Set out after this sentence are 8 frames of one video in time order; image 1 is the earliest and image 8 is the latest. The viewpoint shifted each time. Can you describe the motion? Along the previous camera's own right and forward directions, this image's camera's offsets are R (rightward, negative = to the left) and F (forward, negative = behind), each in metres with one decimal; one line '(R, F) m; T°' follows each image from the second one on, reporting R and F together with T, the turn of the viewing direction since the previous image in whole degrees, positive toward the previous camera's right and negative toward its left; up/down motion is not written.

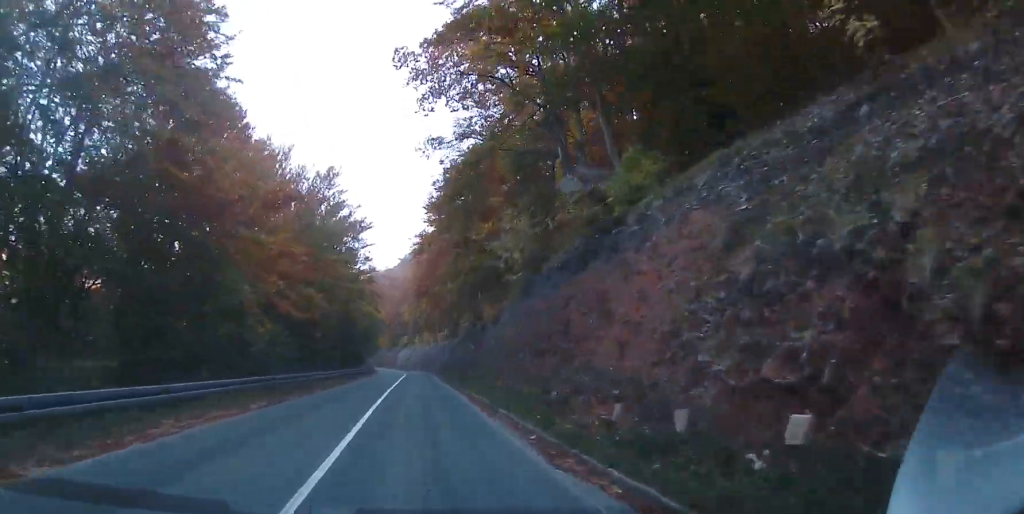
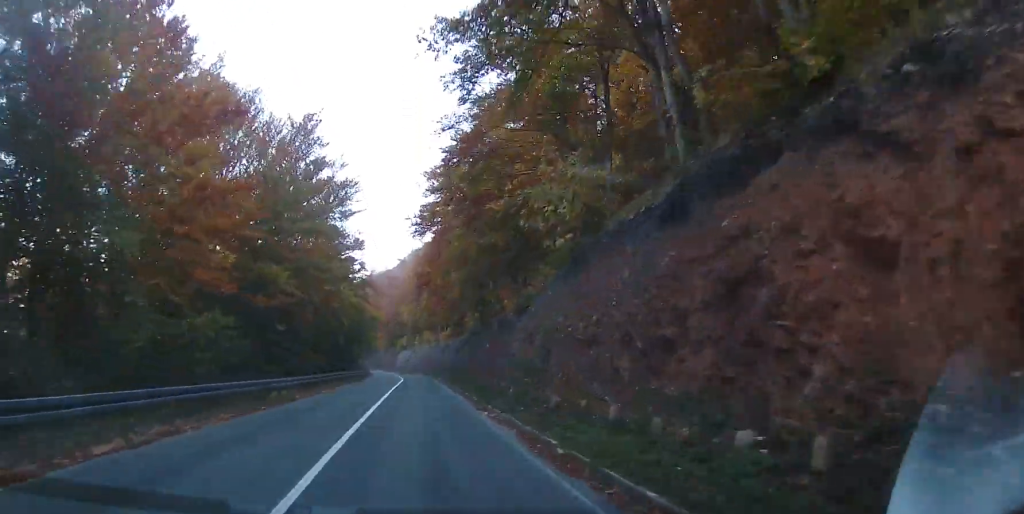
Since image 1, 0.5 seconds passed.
(-0.3, +9.0) m; -1°
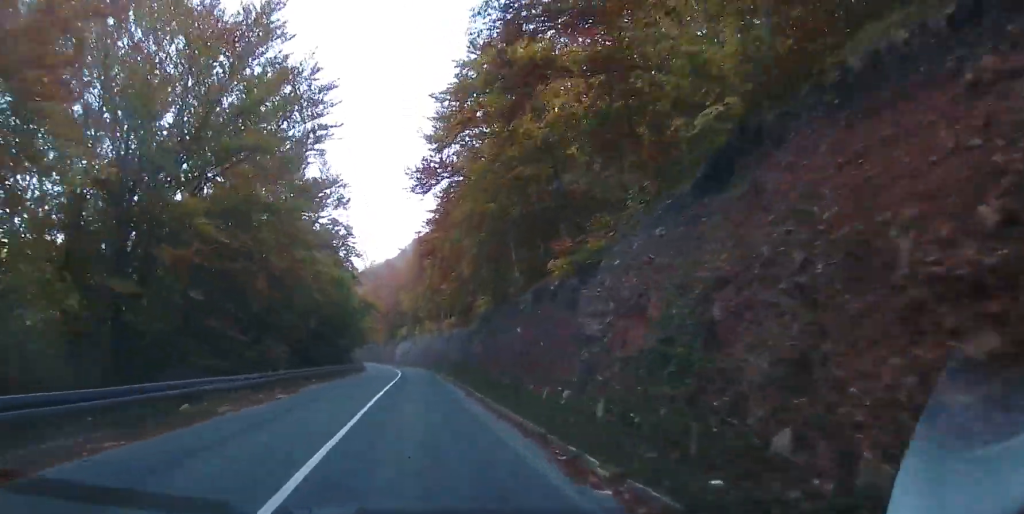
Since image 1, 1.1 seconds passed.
(+0.1, +10.1) m; -1°
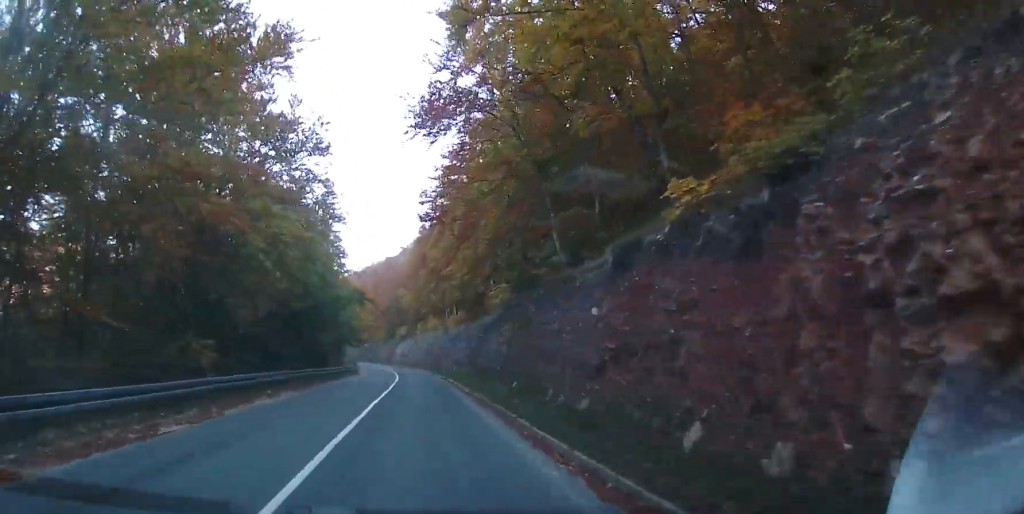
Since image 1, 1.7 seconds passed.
(+0.1, +10.0) m; -1°
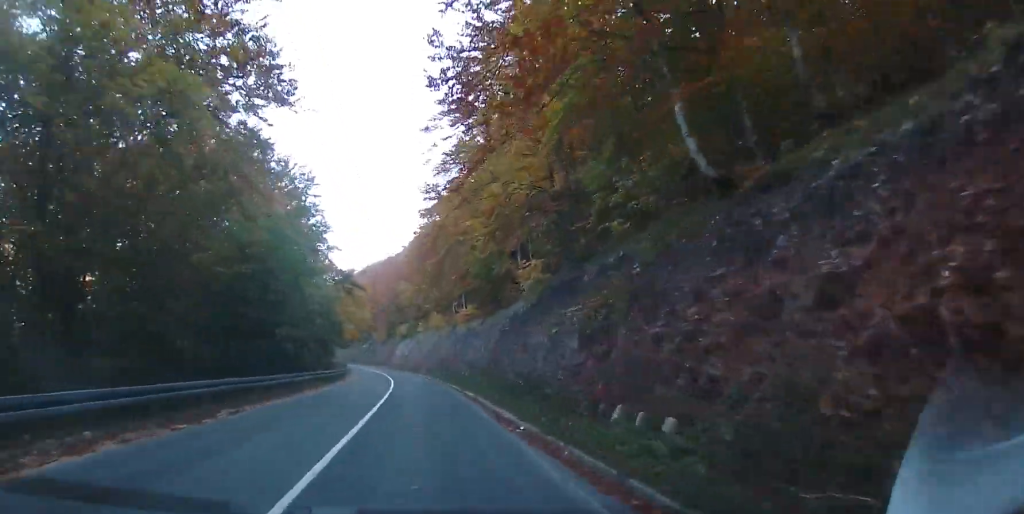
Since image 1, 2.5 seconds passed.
(-0.5, +13.3) m; -1°
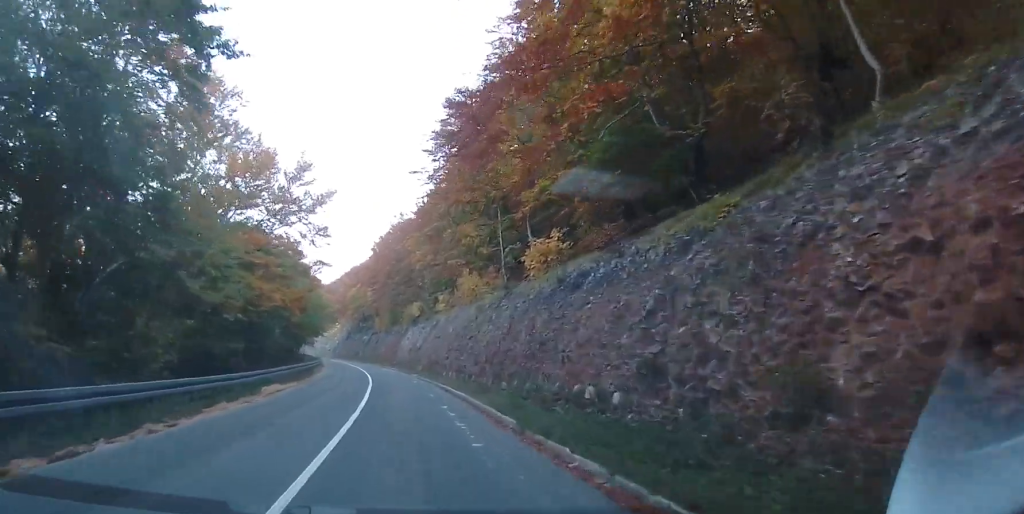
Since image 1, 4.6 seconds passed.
(+0.8, +34.8) m; +4°
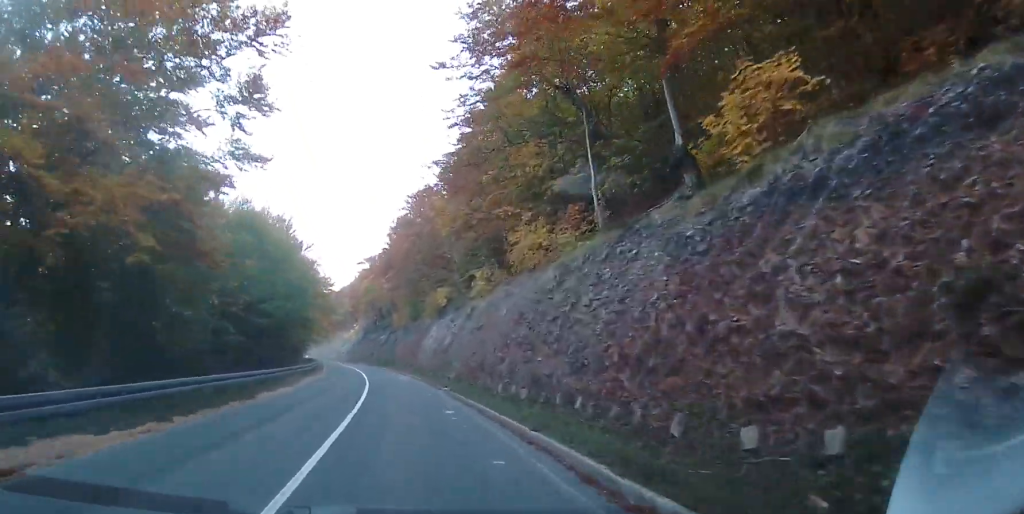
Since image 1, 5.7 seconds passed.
(+0.3, +18.4) m; -3°
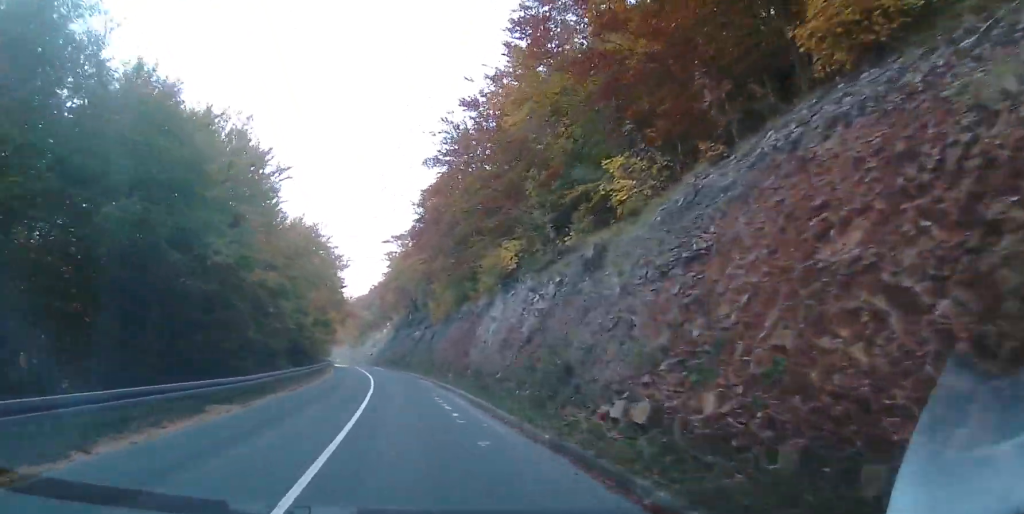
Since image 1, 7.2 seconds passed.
(-1.4, +24.2) m; -2°
